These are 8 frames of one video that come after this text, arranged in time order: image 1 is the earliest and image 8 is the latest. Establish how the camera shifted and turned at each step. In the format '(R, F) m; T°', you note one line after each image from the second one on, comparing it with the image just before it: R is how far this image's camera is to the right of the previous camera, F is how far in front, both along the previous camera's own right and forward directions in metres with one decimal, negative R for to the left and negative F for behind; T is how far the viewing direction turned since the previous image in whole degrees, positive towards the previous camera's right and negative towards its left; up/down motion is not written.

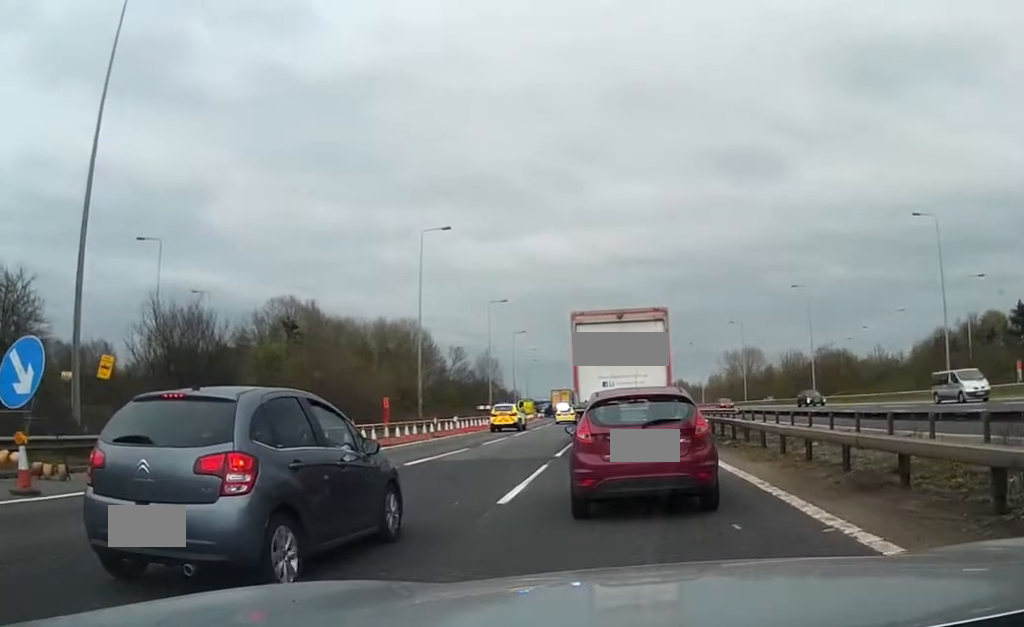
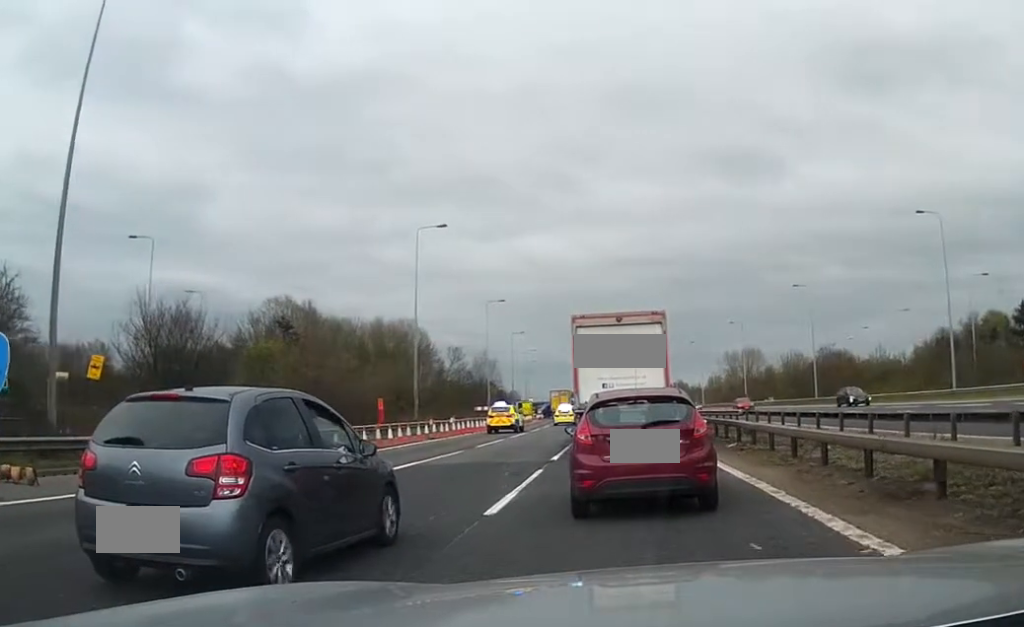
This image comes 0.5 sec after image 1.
(0.0, +1.4) m; -3°
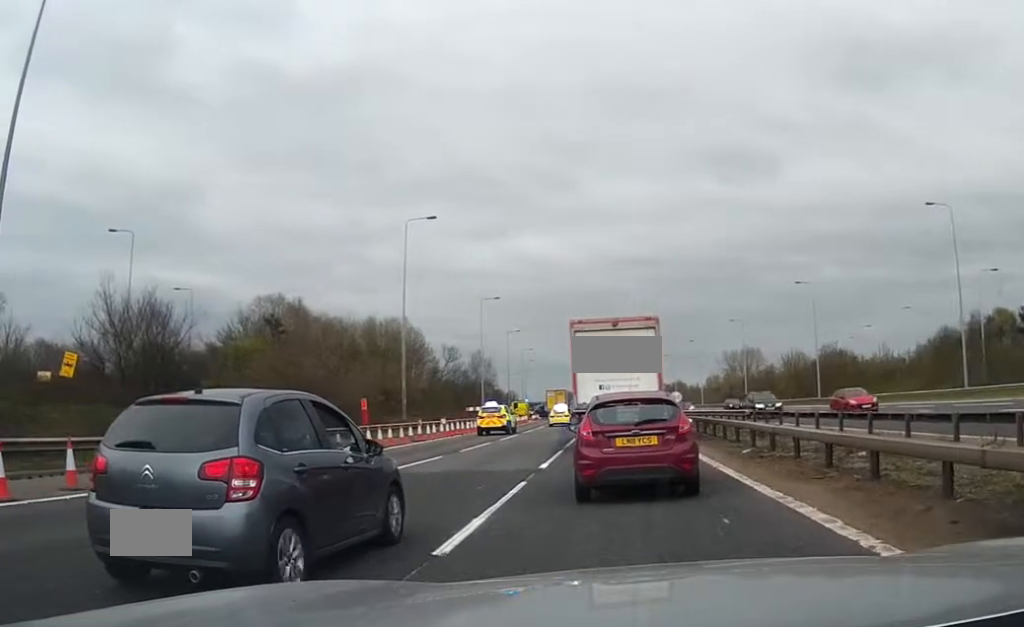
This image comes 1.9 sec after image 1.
(-0.1, +2.9) m; -3°
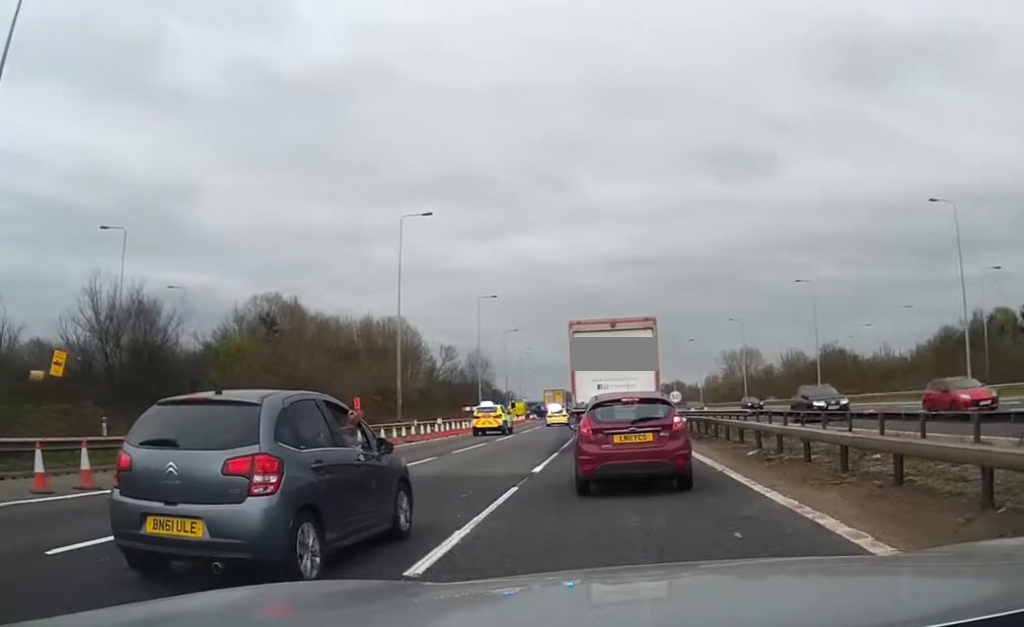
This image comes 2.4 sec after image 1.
(0.0, +1.0) m; 0°
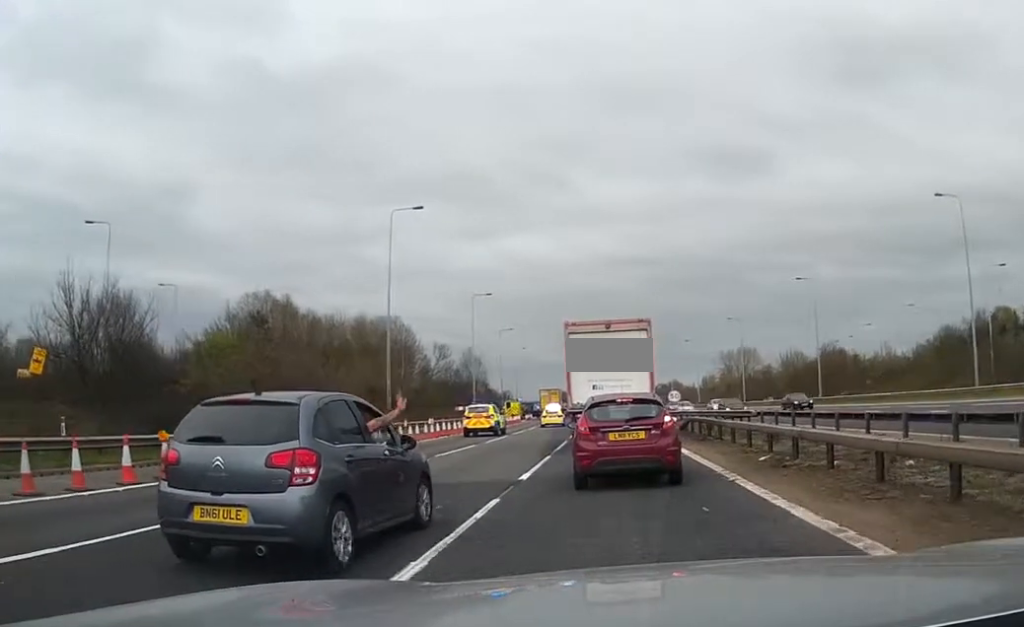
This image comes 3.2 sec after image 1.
(0.0, +1.7) m; 0°
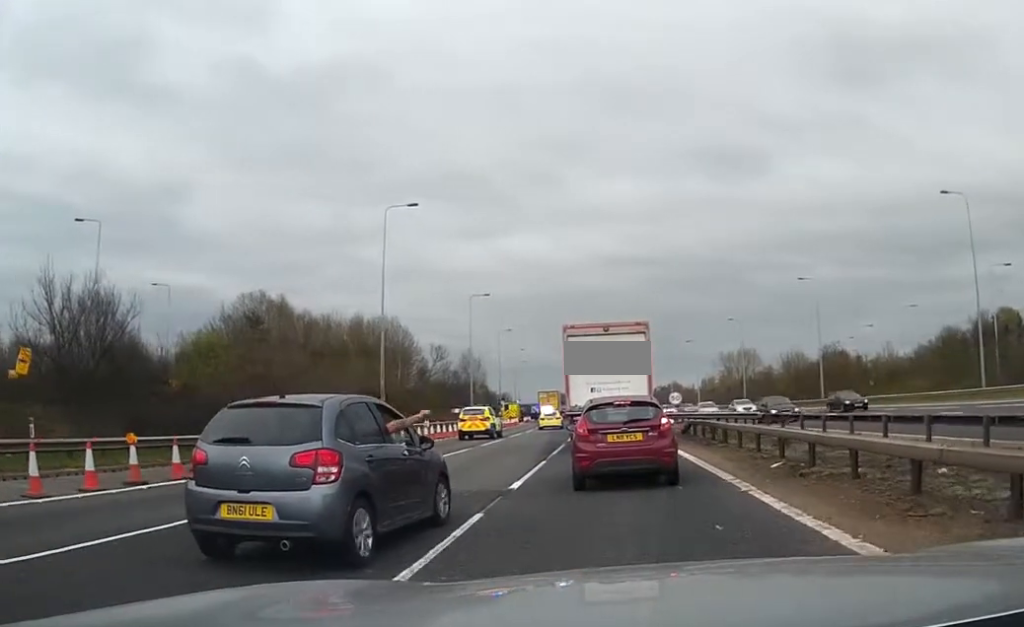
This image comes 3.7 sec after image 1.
(0.0, +1.1) m; 0°
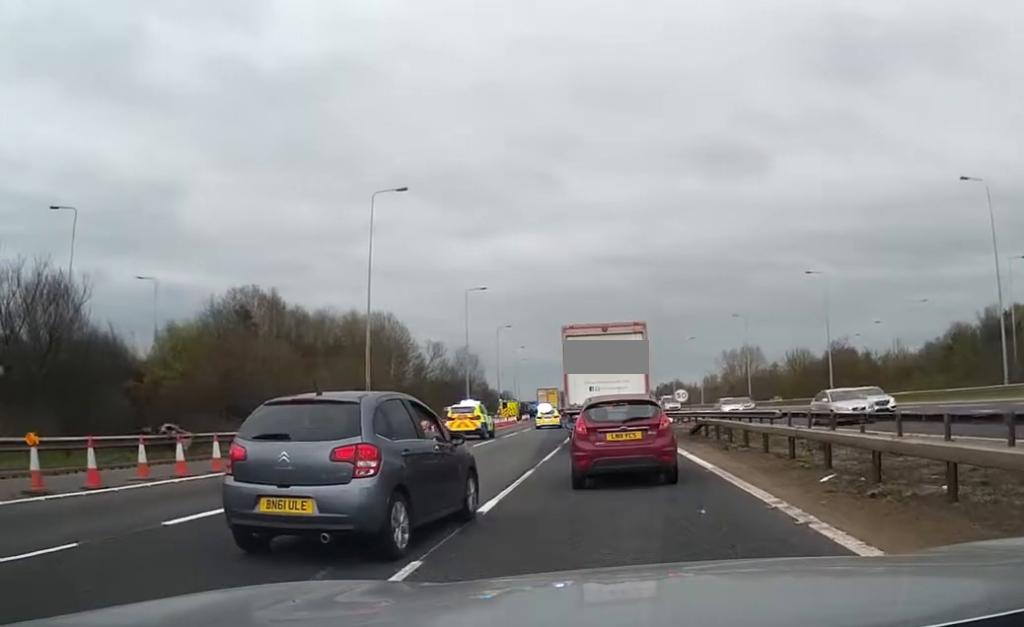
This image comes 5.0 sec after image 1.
(0.0, +3.1) m; +2°
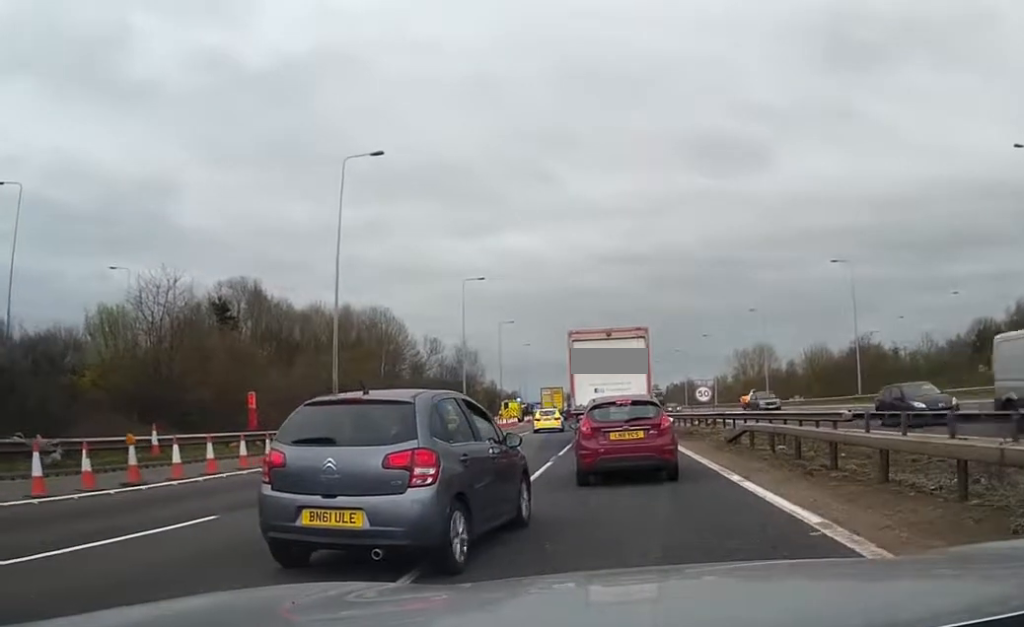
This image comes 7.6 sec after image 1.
(+0.2, +7.6) m; +1°
